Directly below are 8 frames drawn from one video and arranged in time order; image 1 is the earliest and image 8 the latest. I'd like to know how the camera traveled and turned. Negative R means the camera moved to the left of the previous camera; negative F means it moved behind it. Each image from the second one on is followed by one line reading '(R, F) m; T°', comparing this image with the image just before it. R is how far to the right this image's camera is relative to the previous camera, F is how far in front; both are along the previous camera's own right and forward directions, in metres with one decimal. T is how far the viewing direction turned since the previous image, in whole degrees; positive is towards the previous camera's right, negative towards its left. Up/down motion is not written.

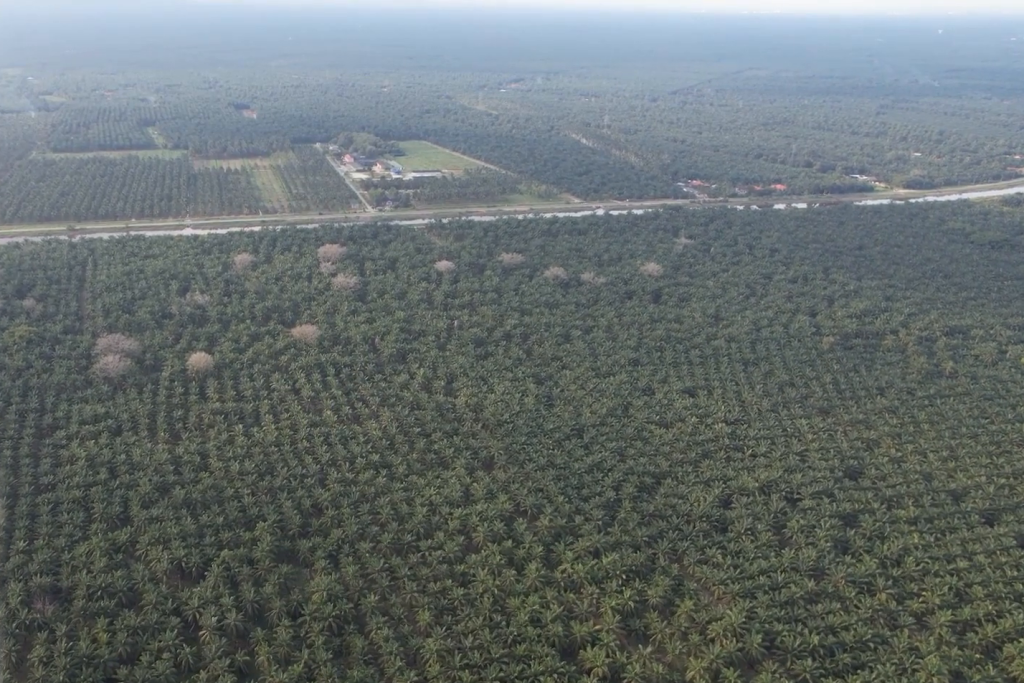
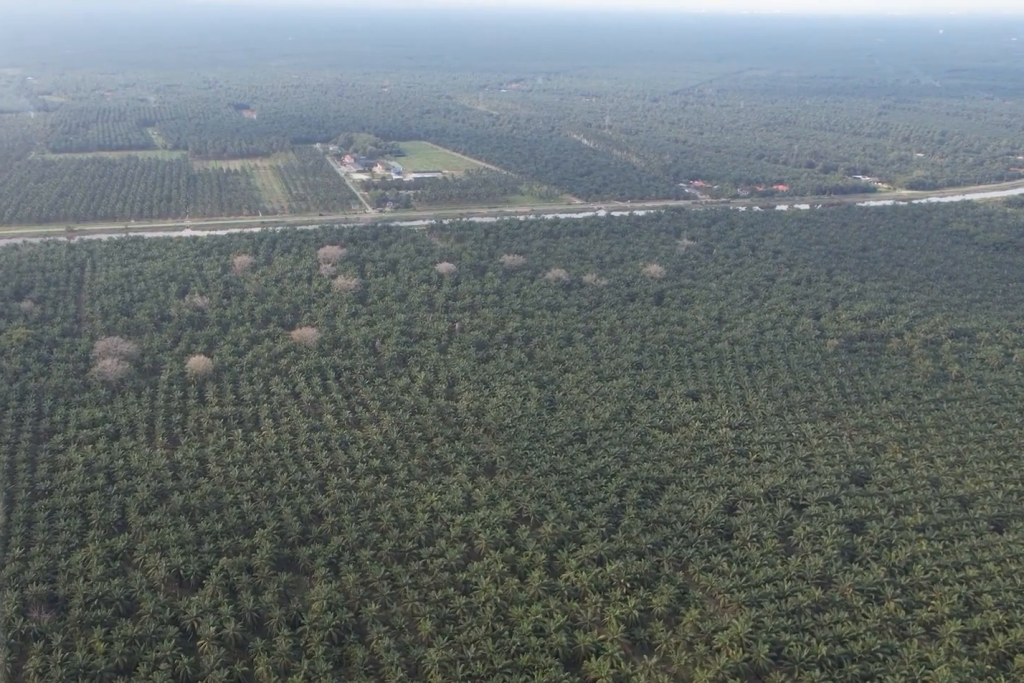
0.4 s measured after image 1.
(0.0, +5.6) m; 0°
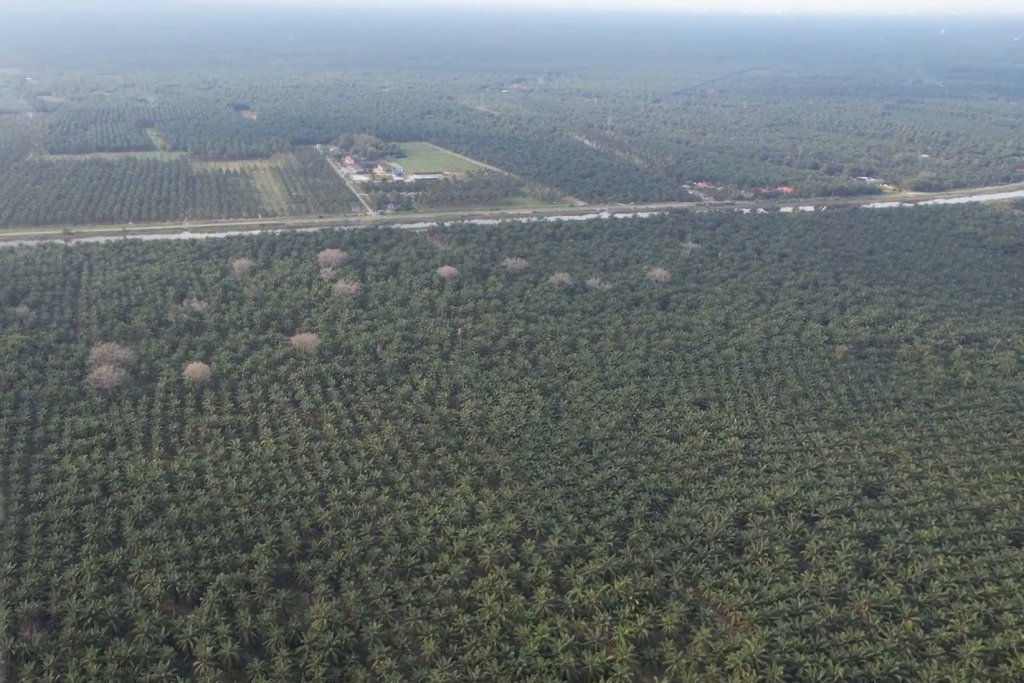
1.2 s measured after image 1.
(0.0, +10.3) m; 0°
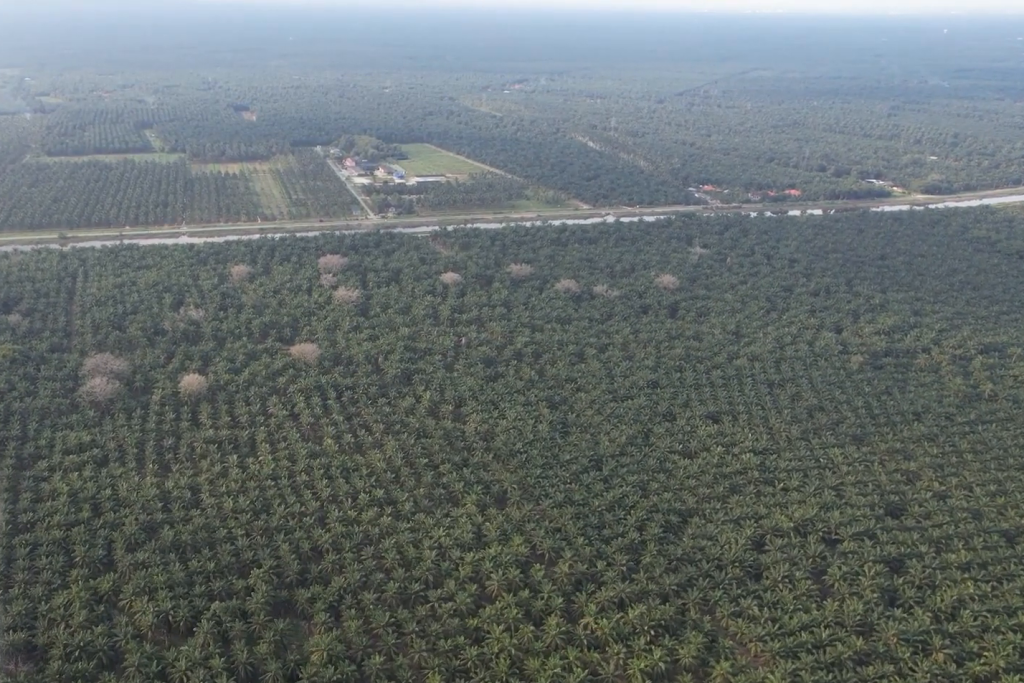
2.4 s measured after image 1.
(0.0, +16.9) m; 0°
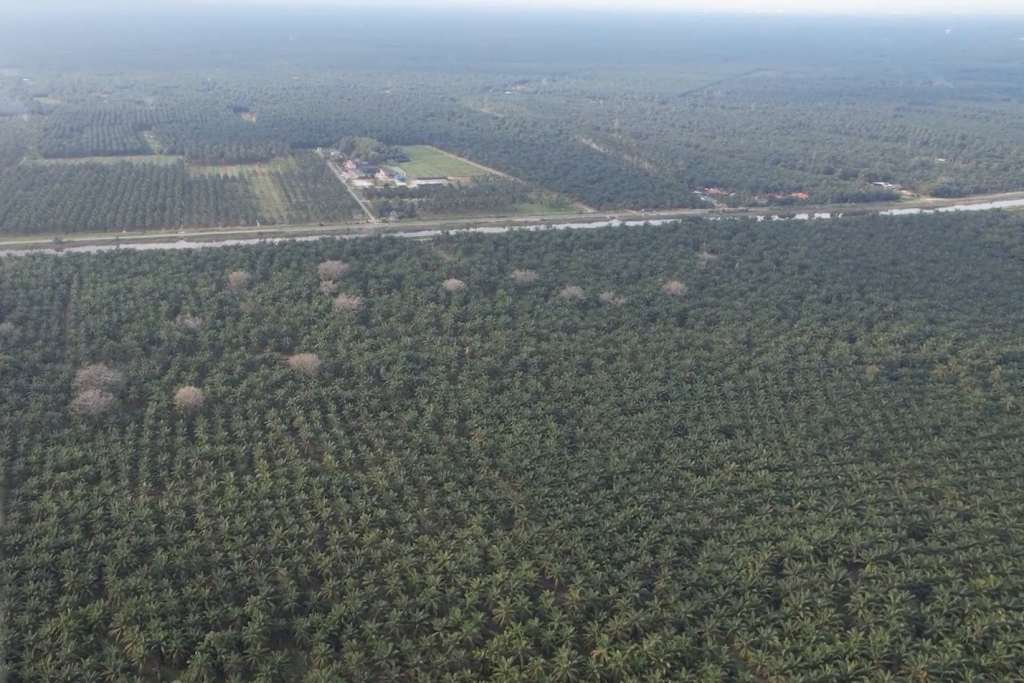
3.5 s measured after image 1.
(0.0, +16.1) m; 0°
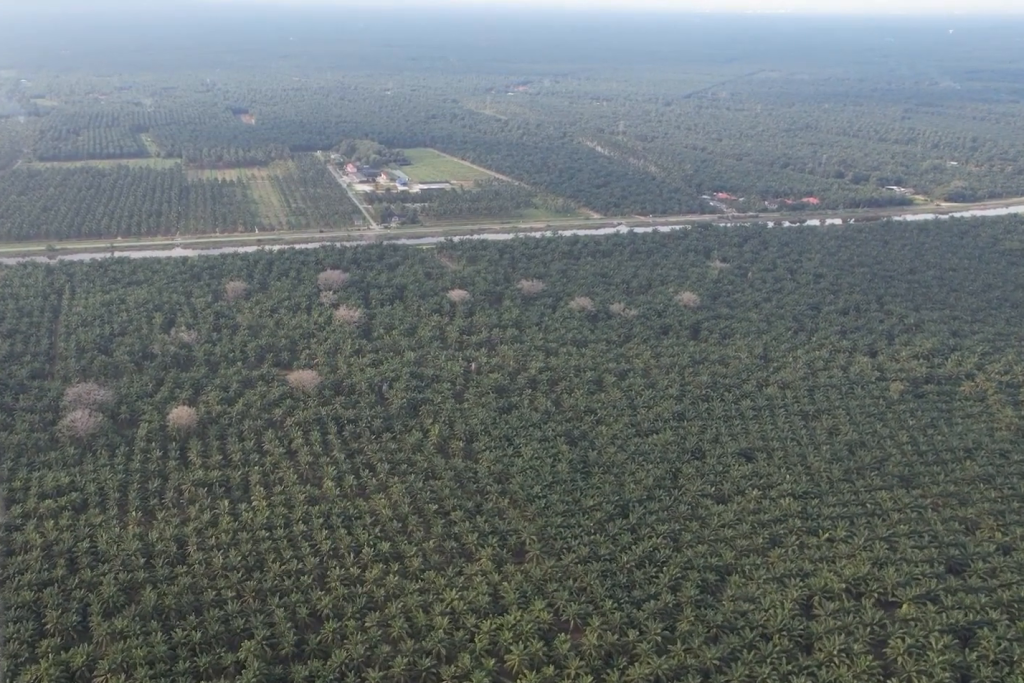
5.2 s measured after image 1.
(0.0, +23.9) m; 0°
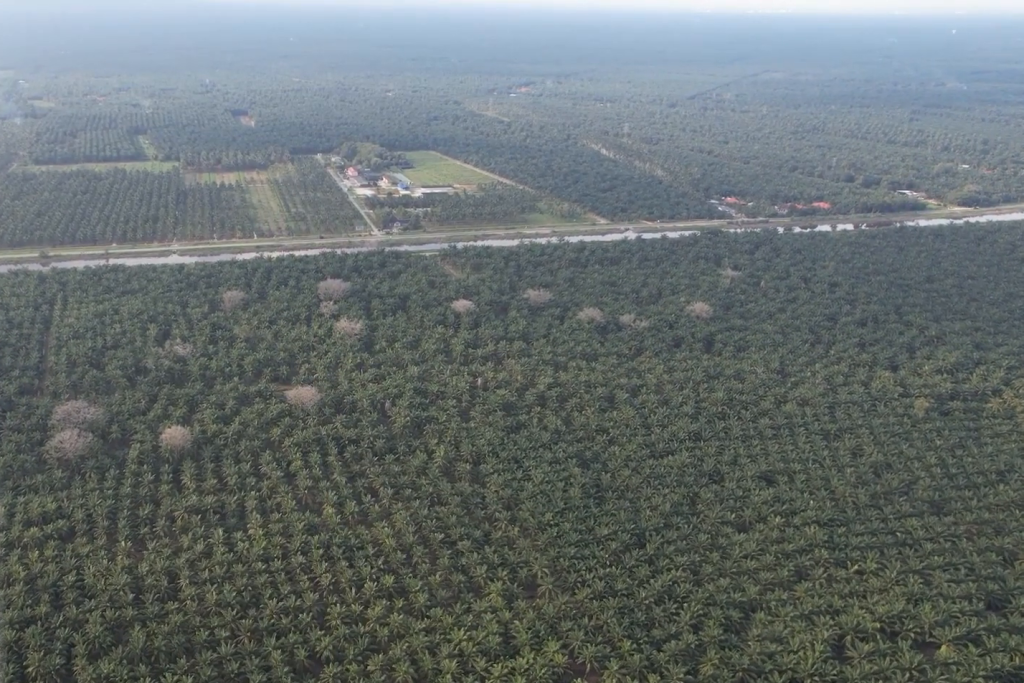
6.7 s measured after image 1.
(0.0, +21.6) m; 0°
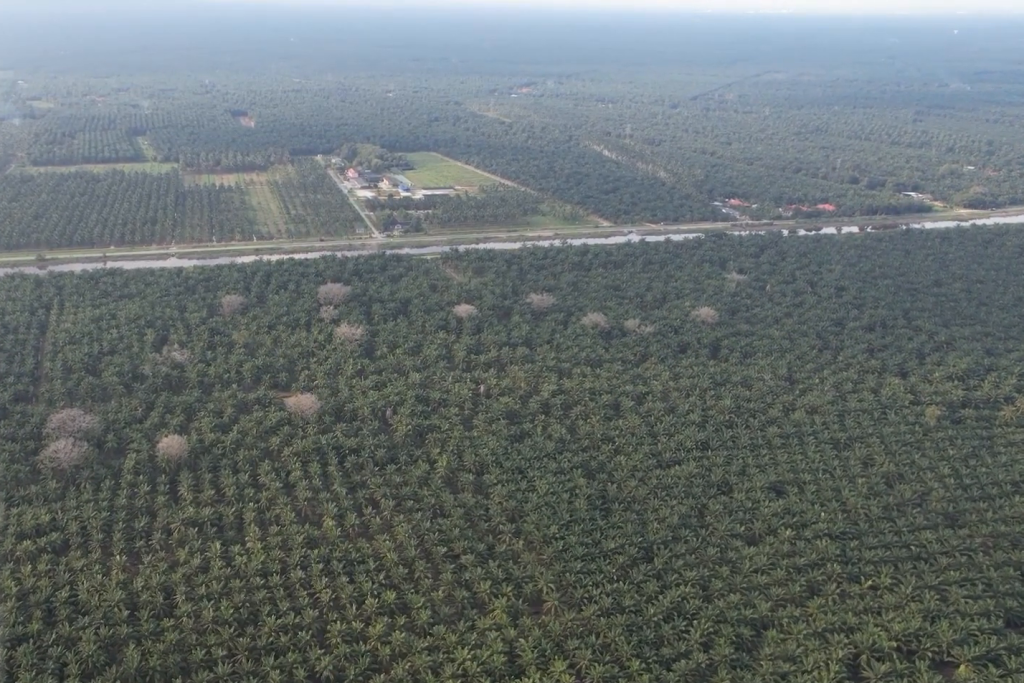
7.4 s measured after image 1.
(0.0, +9.1) m; 0°
